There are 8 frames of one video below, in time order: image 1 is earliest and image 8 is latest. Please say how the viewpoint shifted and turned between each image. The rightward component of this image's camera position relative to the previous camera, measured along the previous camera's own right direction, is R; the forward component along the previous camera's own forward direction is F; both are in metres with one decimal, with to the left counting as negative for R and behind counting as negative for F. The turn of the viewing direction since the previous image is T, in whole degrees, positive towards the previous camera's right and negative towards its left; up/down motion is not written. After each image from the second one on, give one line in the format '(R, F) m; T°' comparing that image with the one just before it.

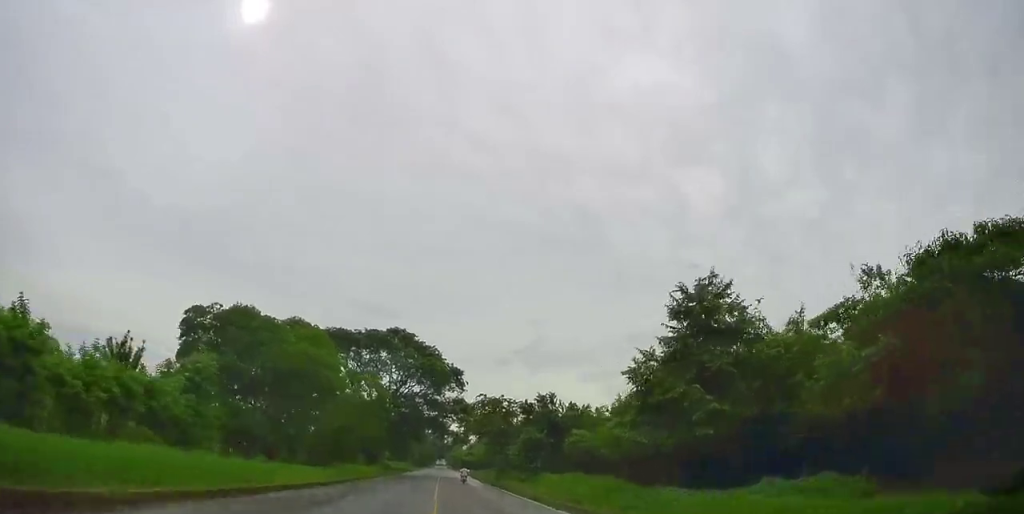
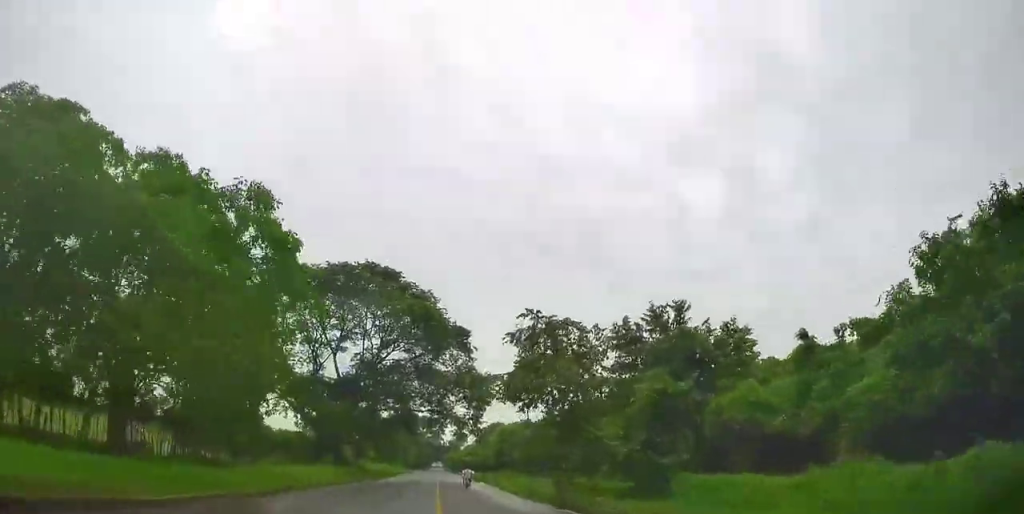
(-0.1, +26.2) m; 0°
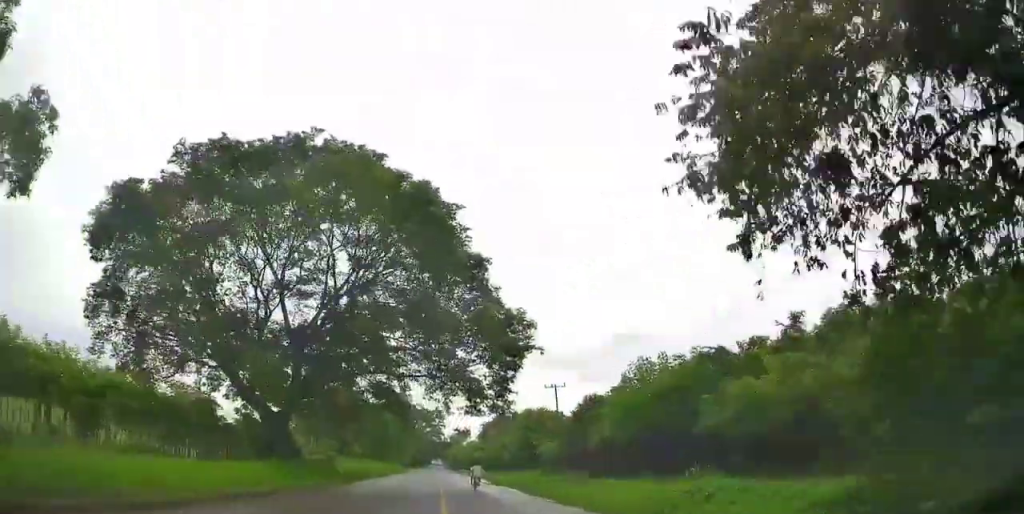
(+0.1, +19.8) m; 0°
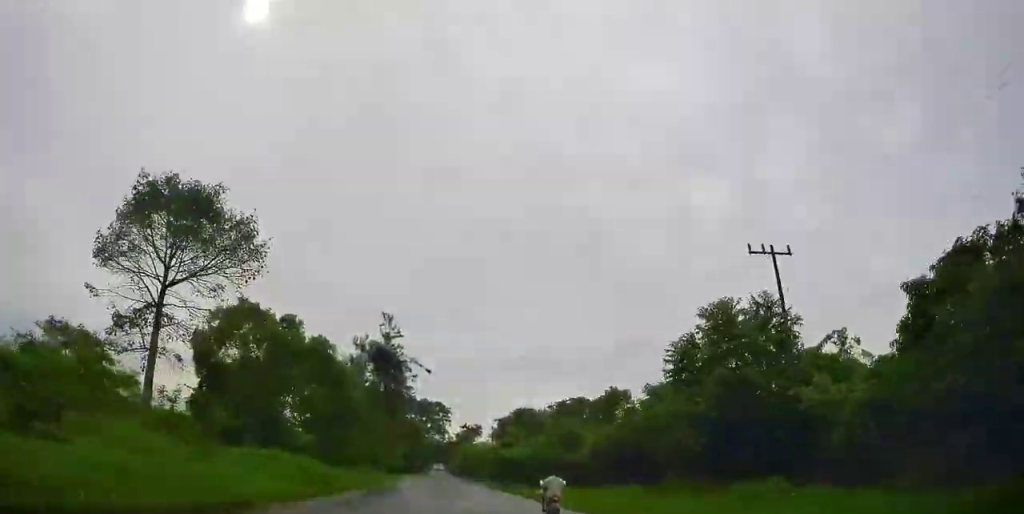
(-0.7, +44.5) m; -2°
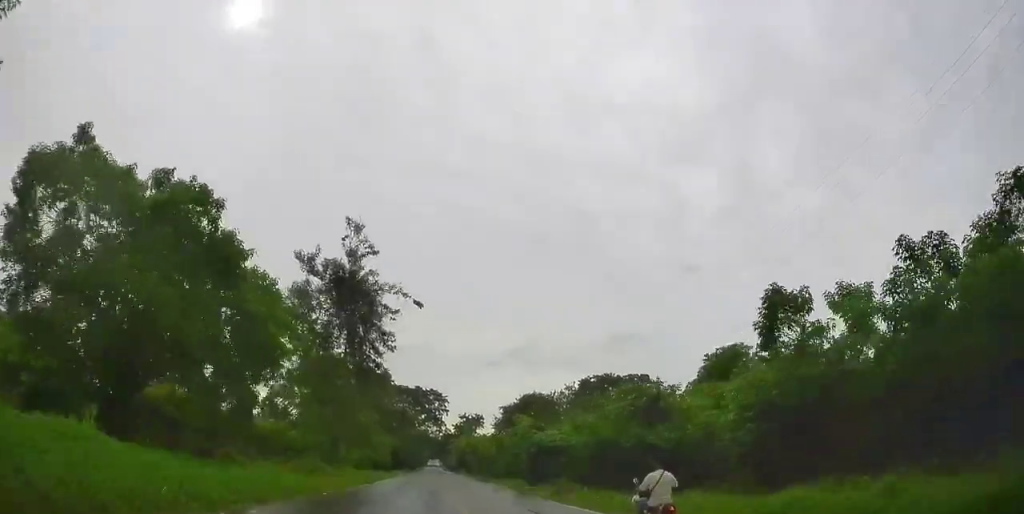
(0.0, +21.8) m; 0°
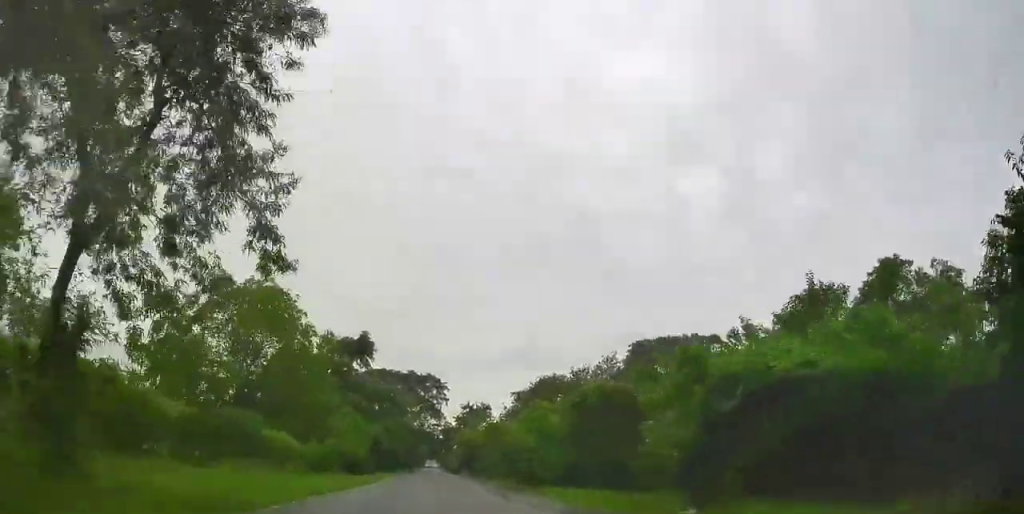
(0.0, +26.3) m; 0°
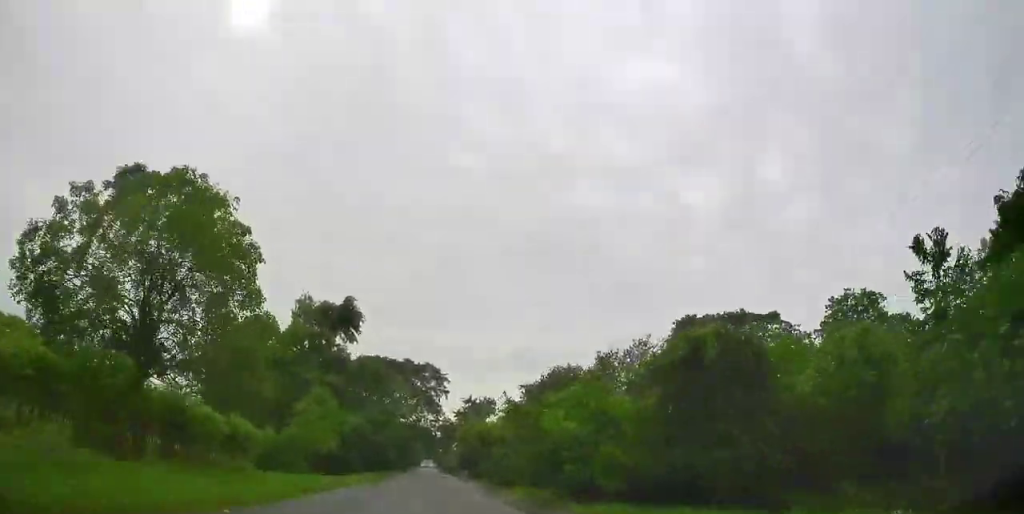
(0.0, +13.6) m; 0°
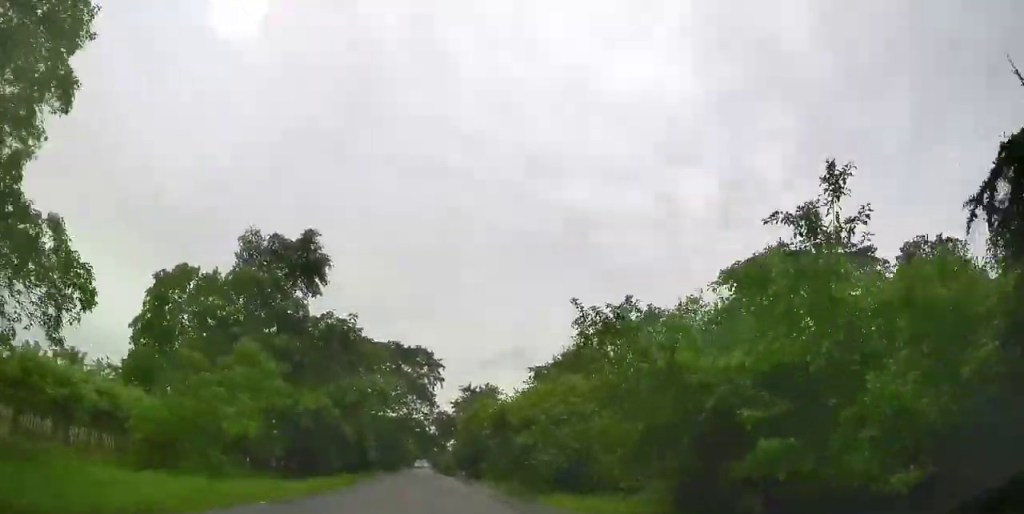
(-0.1, +16.4) m; +1°
